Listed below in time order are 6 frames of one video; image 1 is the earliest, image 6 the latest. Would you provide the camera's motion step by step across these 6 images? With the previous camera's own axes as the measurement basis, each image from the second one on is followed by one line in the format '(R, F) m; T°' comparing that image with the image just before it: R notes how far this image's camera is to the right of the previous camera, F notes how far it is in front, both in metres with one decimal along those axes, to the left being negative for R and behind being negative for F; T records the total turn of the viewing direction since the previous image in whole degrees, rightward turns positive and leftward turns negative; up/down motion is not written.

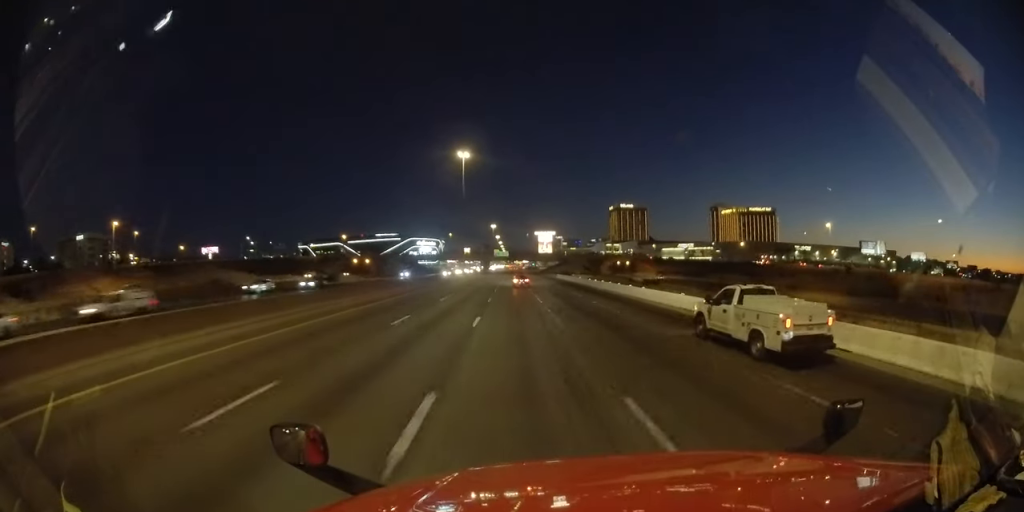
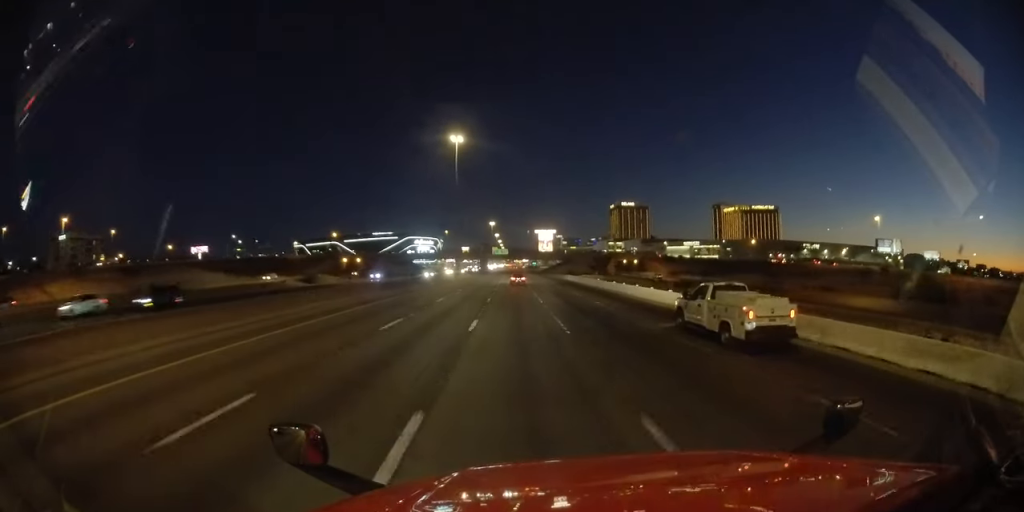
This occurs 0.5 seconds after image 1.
(0.0, +13.3) m; 0°
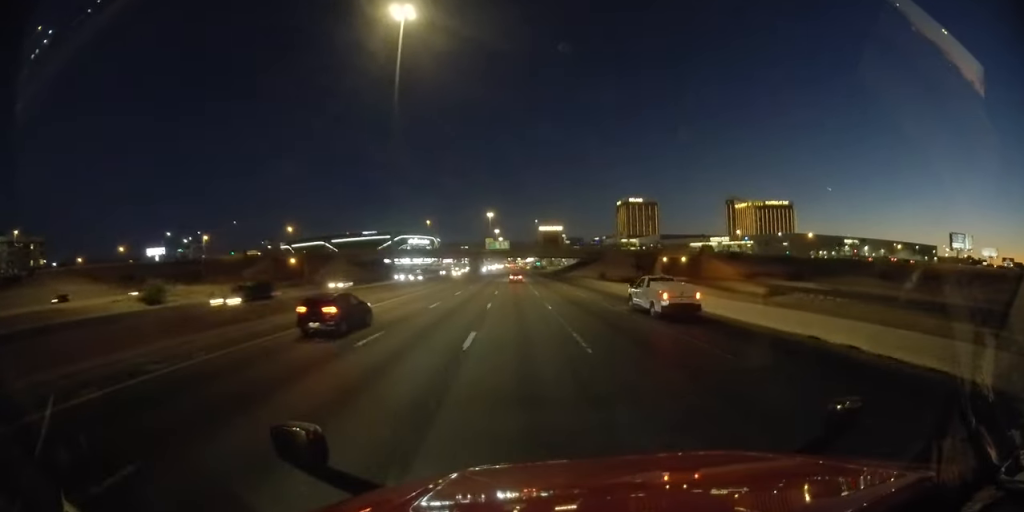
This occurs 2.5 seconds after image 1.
(-0.2, +52.6) m; -1°
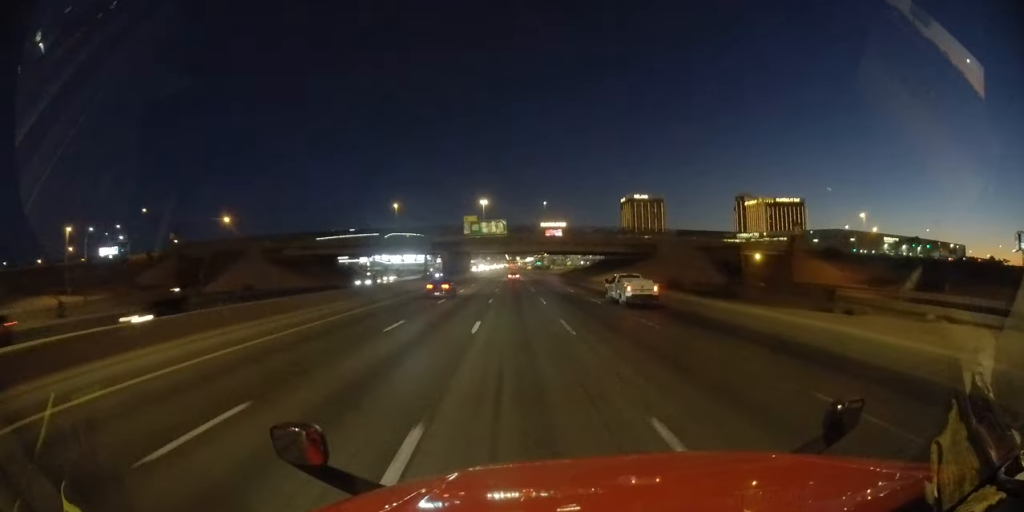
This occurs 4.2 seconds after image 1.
(-0.3, +45.6) m; 0°
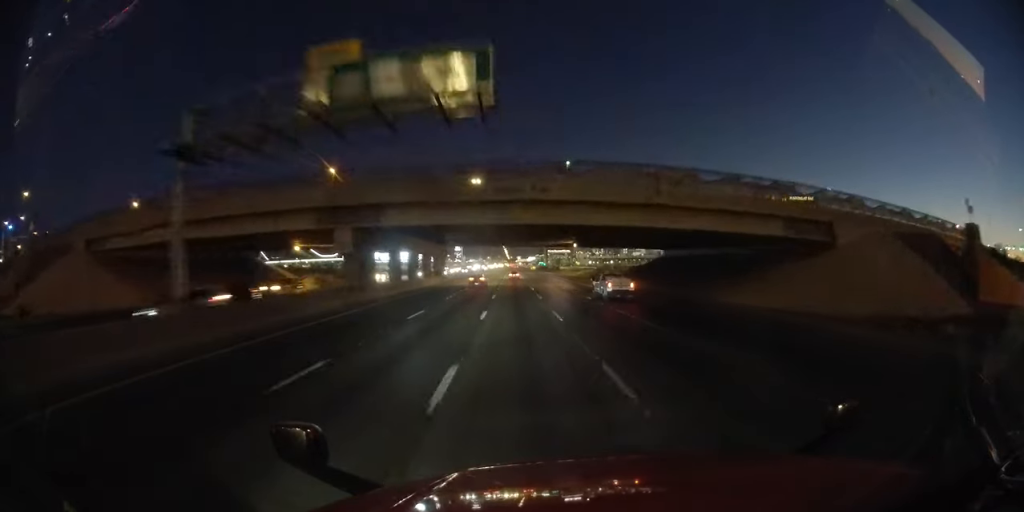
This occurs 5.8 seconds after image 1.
(+0.4, +45.0) m; +1°
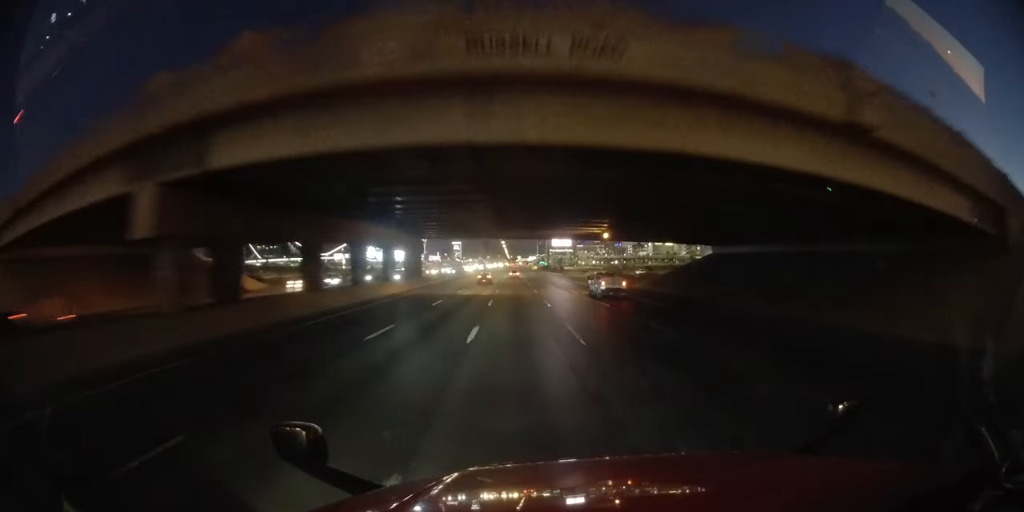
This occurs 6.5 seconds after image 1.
(0.0, +18.0) m; 0°
